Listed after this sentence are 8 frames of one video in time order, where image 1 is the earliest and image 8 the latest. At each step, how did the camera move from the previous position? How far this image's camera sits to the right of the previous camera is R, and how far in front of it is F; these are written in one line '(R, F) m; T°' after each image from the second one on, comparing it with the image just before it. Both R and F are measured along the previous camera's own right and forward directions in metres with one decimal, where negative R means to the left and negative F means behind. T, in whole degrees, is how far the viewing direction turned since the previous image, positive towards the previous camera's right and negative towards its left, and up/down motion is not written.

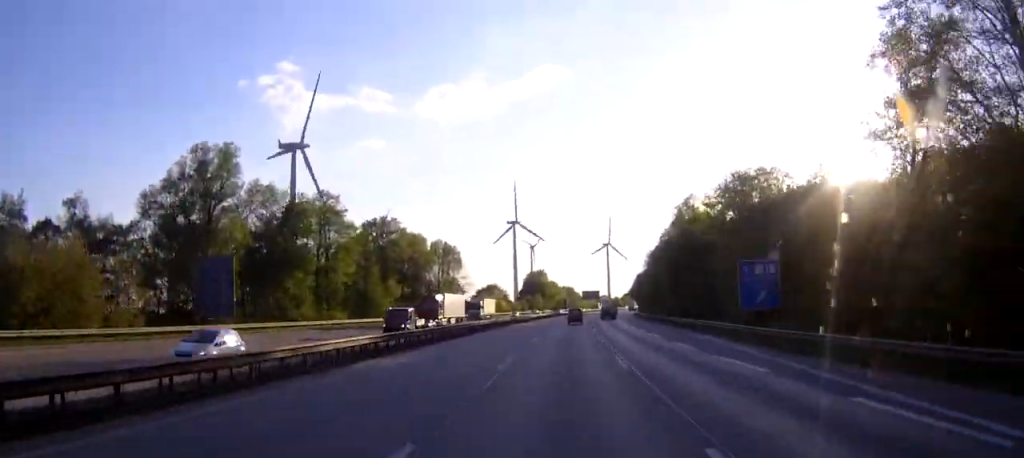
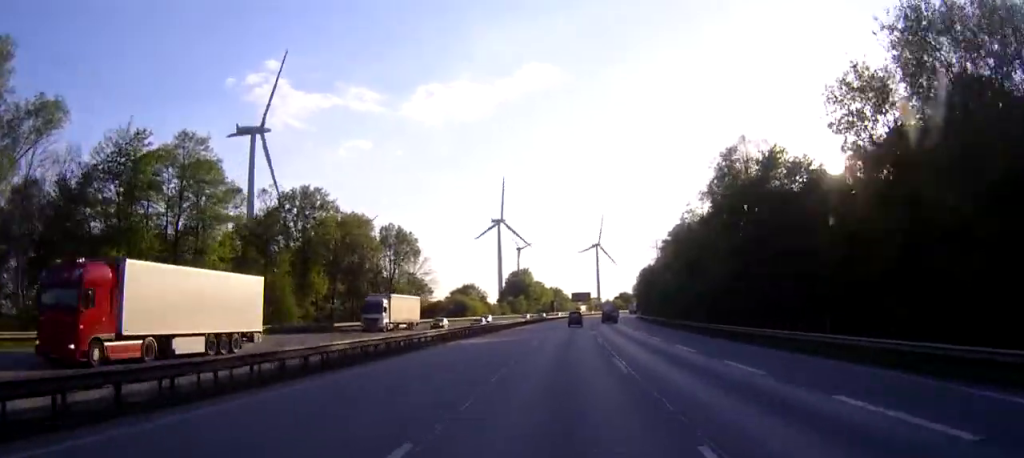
(+0.3, +35.6) m; +1°
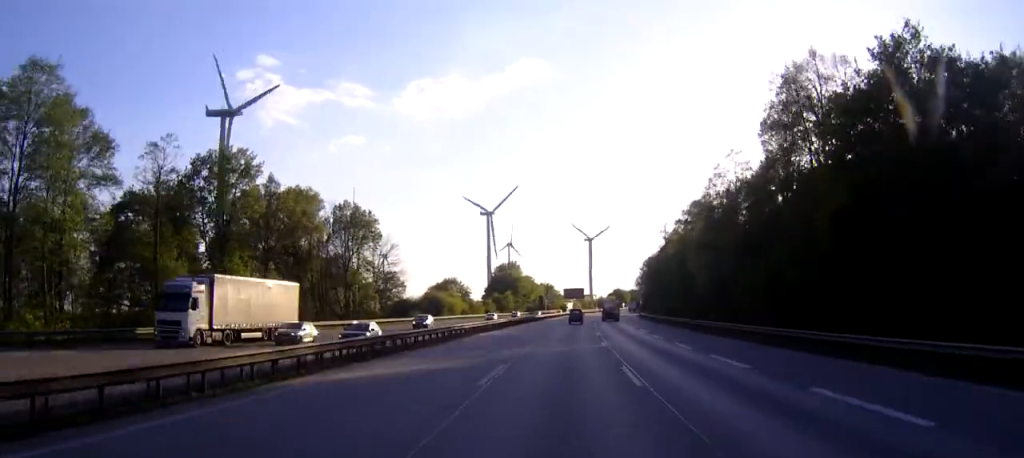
(+0.1, +22.3) m; +1°
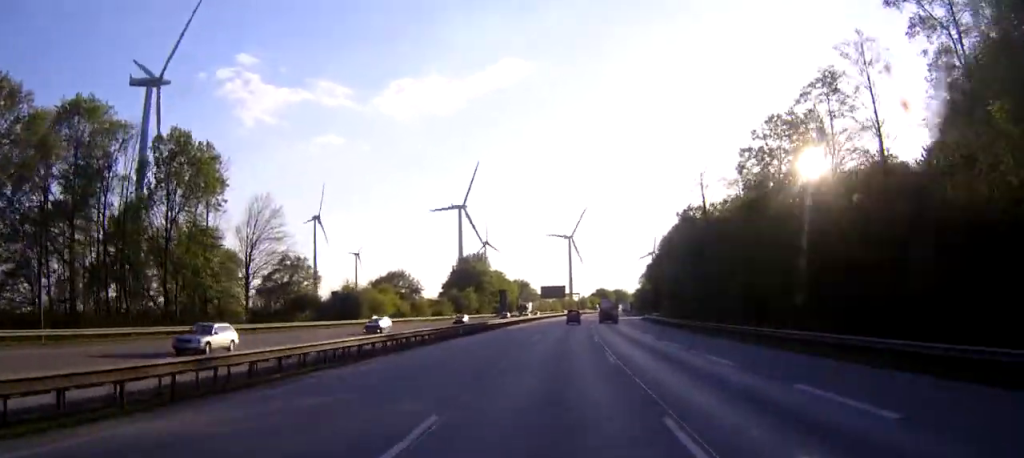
(+0.5, +46.7) m; +1°
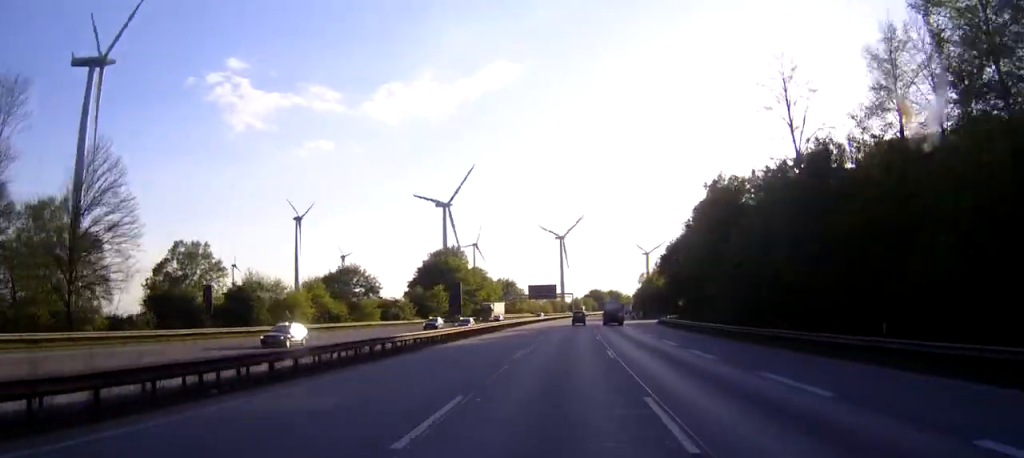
(+0.2, +32.5) m; +1°
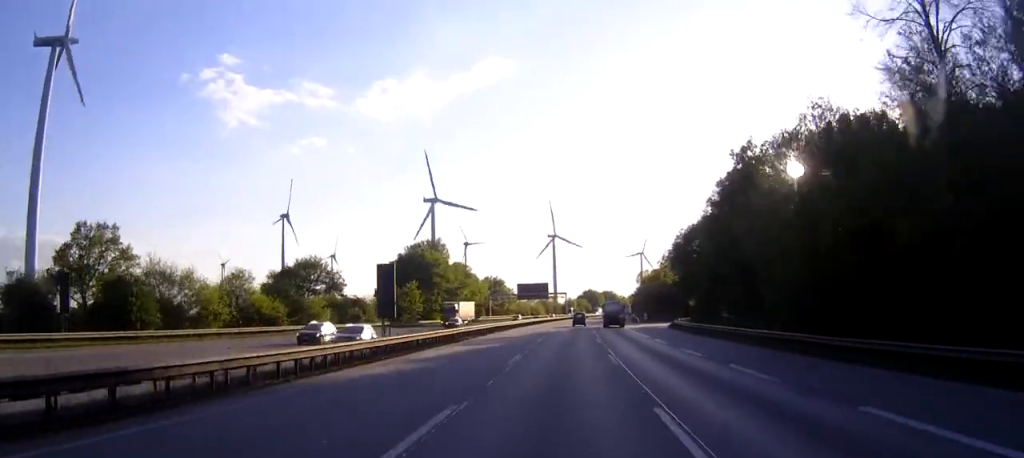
(+0.1, +19.3) m; +1°
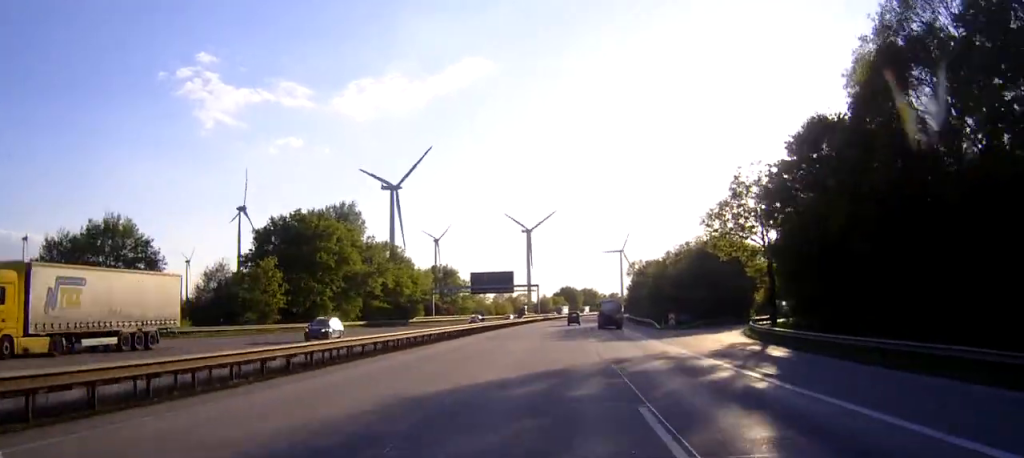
(+0.9, +54.0) m; +2°
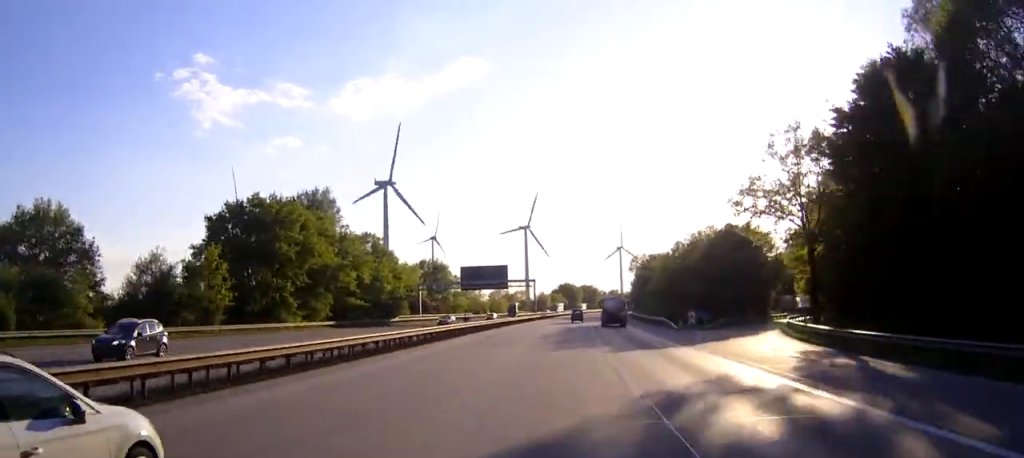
(0.0, +12.2) m; 0°
